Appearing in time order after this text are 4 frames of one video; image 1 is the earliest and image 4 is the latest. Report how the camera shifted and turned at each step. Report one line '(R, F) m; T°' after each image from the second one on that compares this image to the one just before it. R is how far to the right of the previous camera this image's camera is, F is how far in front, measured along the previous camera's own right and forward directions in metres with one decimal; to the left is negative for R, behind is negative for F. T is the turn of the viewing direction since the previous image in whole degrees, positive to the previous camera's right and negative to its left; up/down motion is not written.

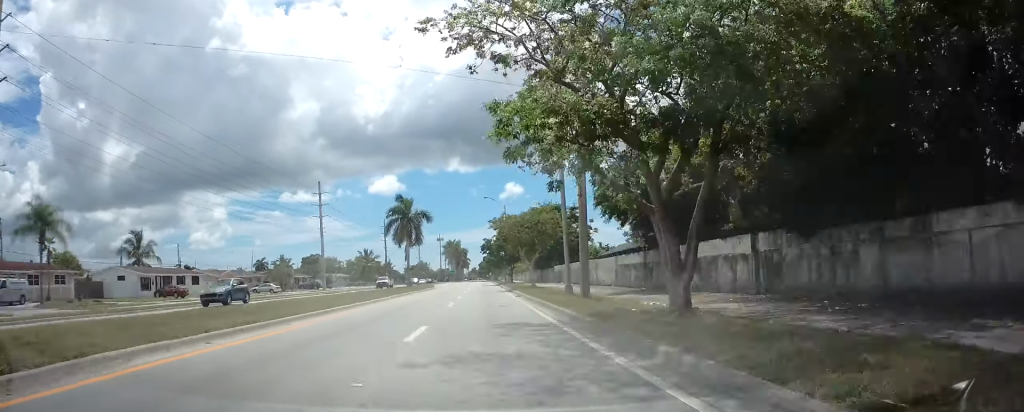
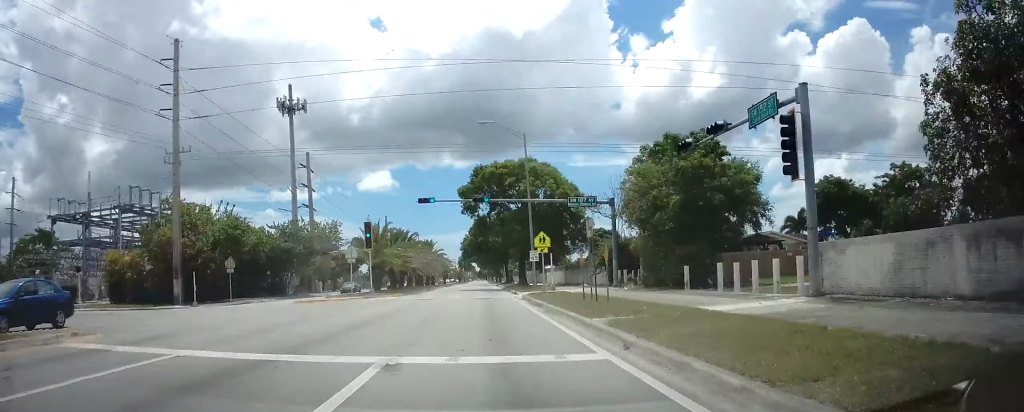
(-0.3, +333.1) m; 0°
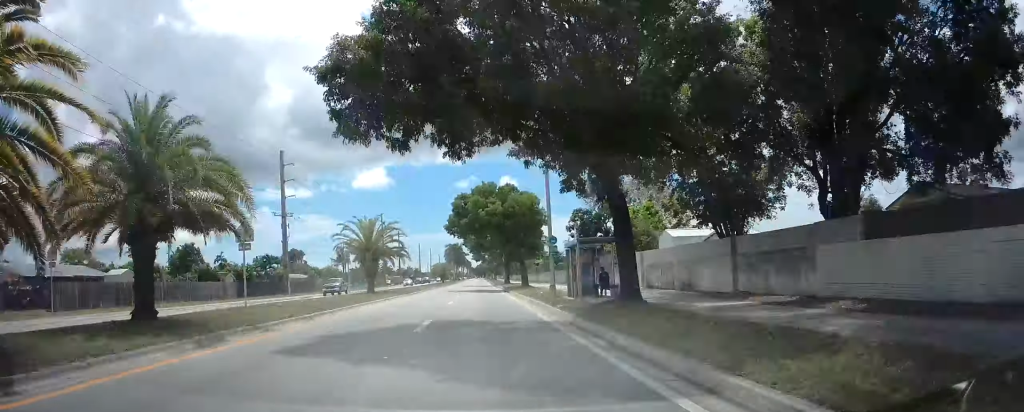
(+0.1, +82.2) m; 0°
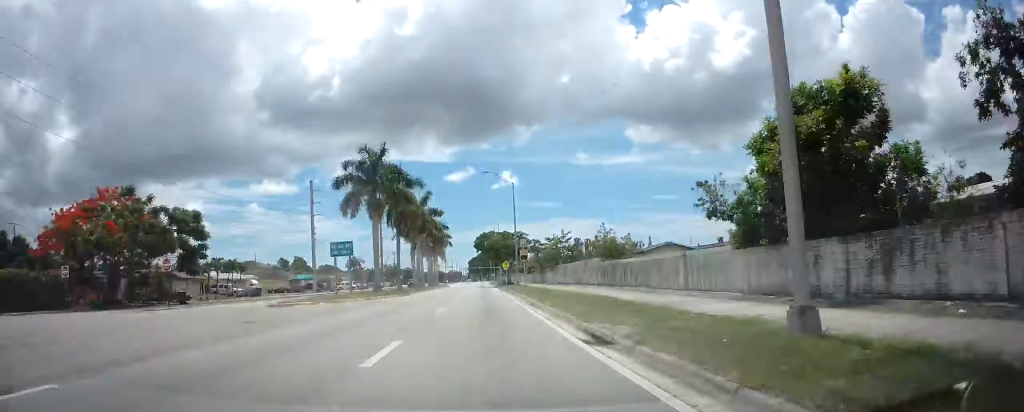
(+0.3, +544.8) m; 0°
